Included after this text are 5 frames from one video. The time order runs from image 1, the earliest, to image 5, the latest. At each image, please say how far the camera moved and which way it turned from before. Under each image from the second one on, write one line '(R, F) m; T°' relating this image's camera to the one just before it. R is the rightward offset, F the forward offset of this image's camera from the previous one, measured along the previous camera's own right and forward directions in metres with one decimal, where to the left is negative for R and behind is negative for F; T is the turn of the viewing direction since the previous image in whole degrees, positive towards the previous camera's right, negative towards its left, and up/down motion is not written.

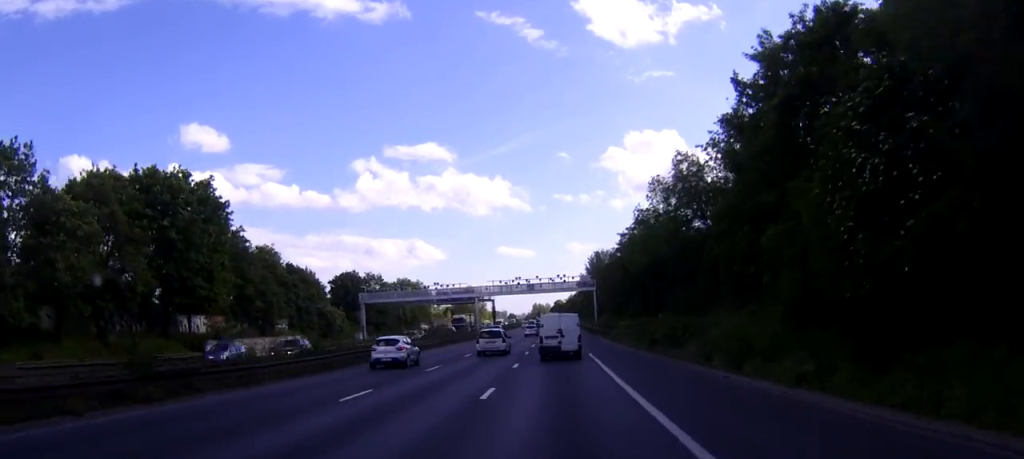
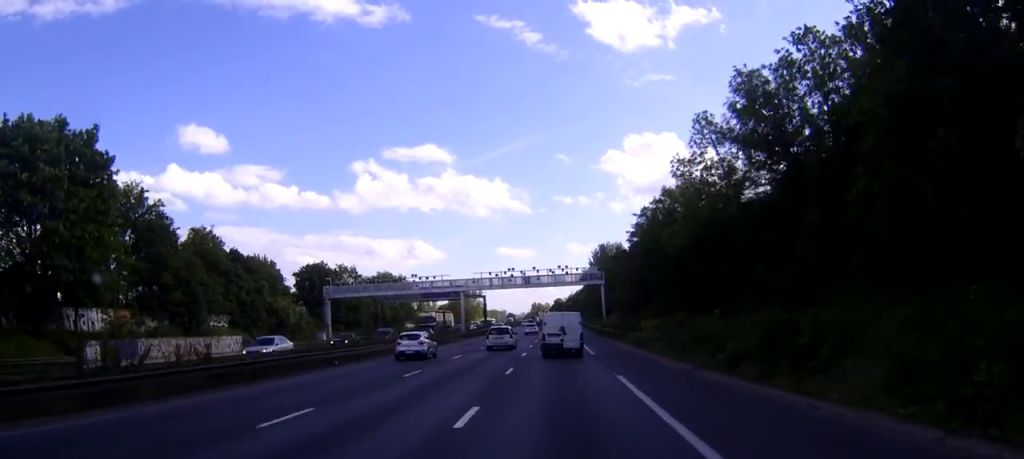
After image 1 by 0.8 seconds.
(+0.1, +18.1) m; 0°
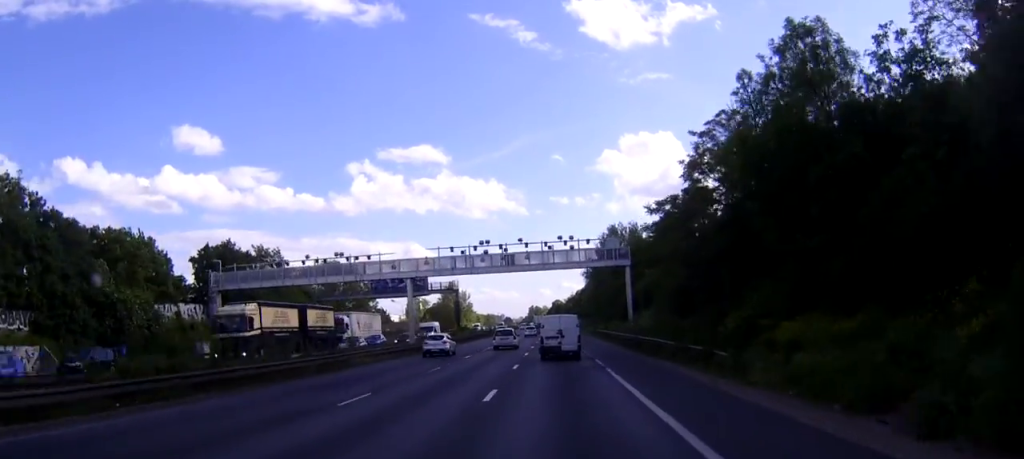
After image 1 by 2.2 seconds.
(0.0, +33.0) m; 0°
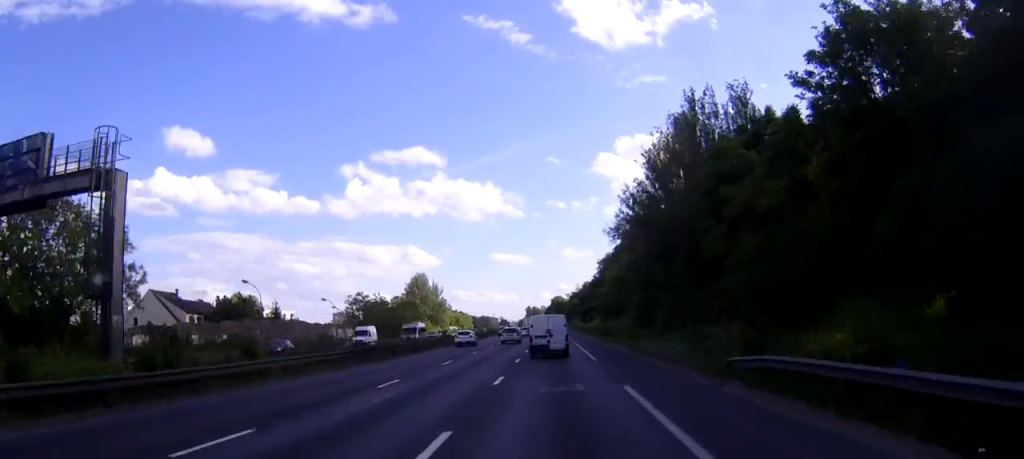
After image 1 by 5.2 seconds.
(+0.3, +71.9) m; 0°
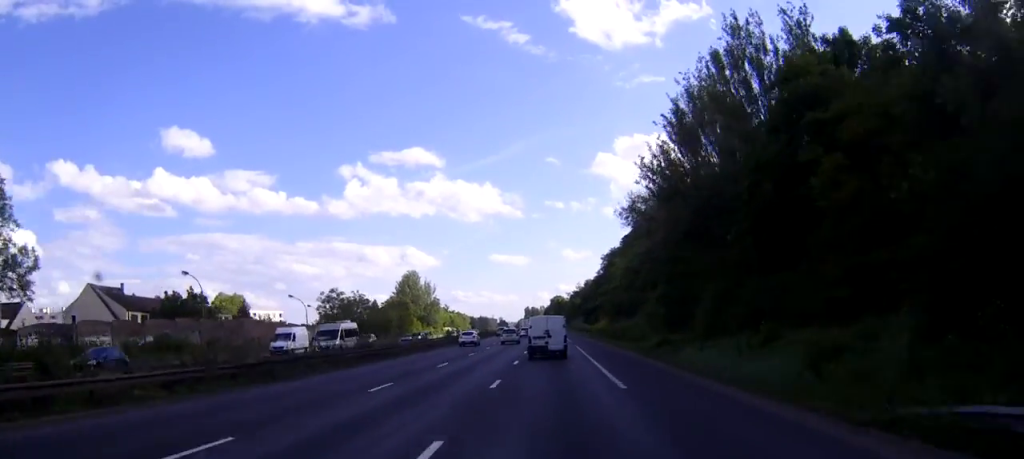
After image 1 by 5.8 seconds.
(0.0, +13.5) m; 0°
